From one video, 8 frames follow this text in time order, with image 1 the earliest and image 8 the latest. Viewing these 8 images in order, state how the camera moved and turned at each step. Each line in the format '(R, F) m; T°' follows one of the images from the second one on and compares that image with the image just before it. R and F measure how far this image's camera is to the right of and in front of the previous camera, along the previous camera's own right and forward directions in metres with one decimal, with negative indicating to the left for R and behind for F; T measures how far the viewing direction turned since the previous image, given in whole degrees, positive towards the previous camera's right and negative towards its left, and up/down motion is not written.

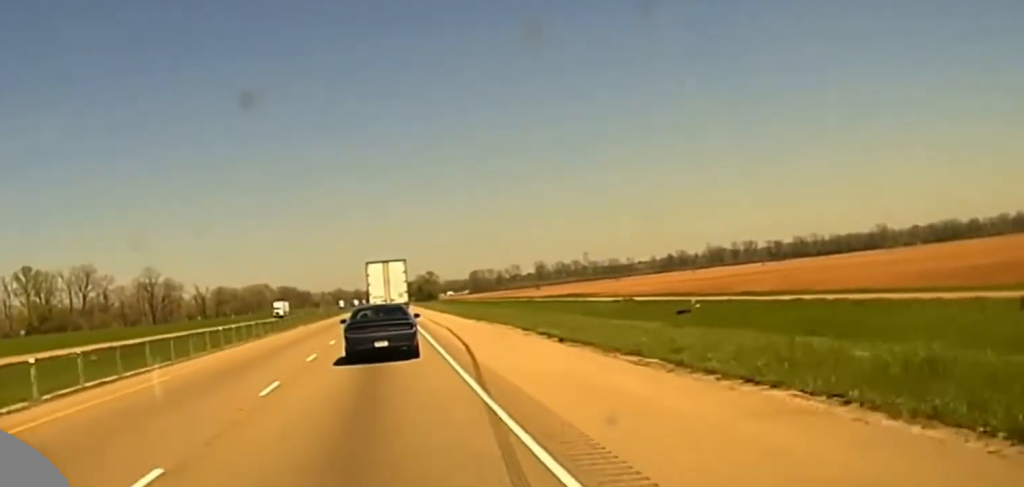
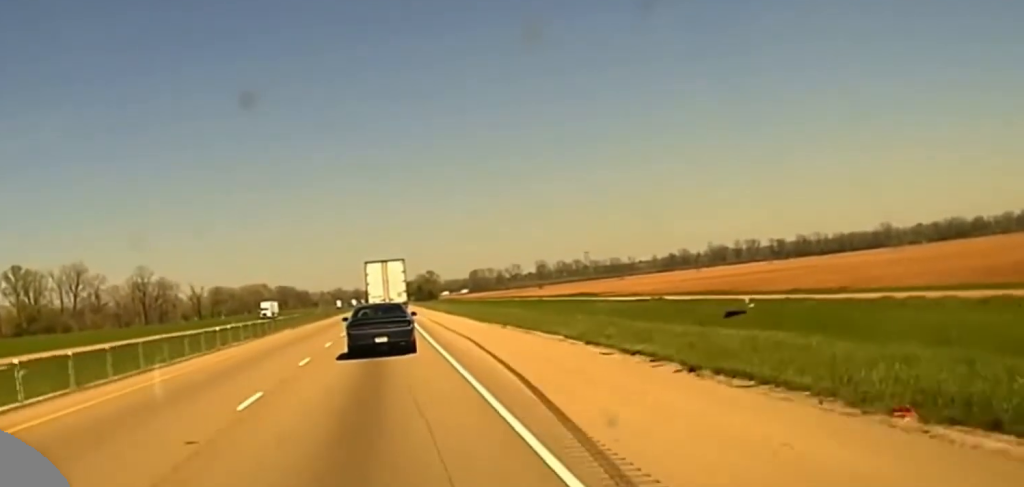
(0.0, +14.9) m; 0°
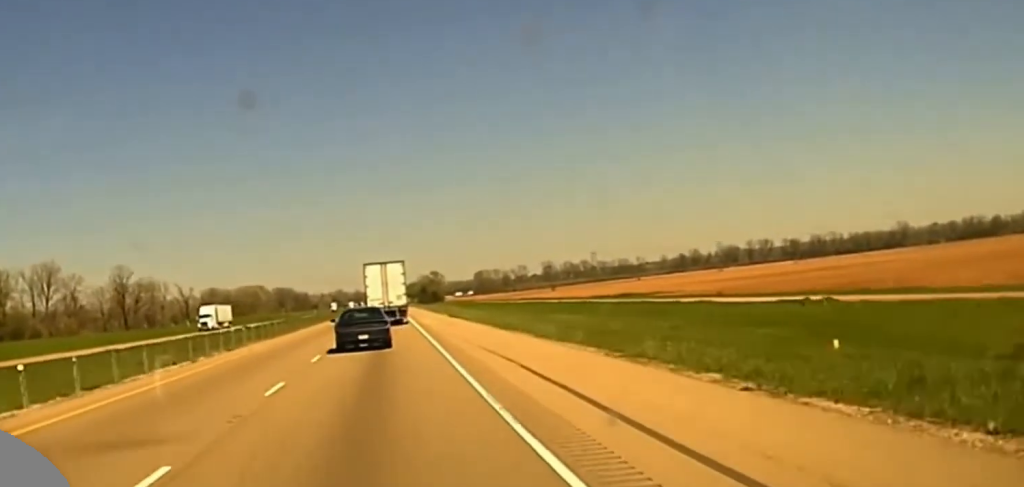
(+0.3, +47.4) m; 0°
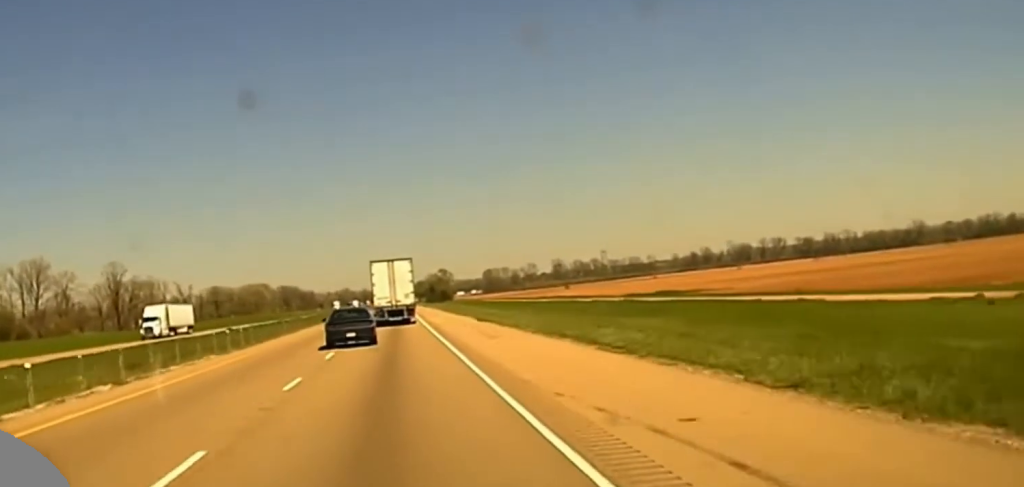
(-0.1, +23.6) m; 0°
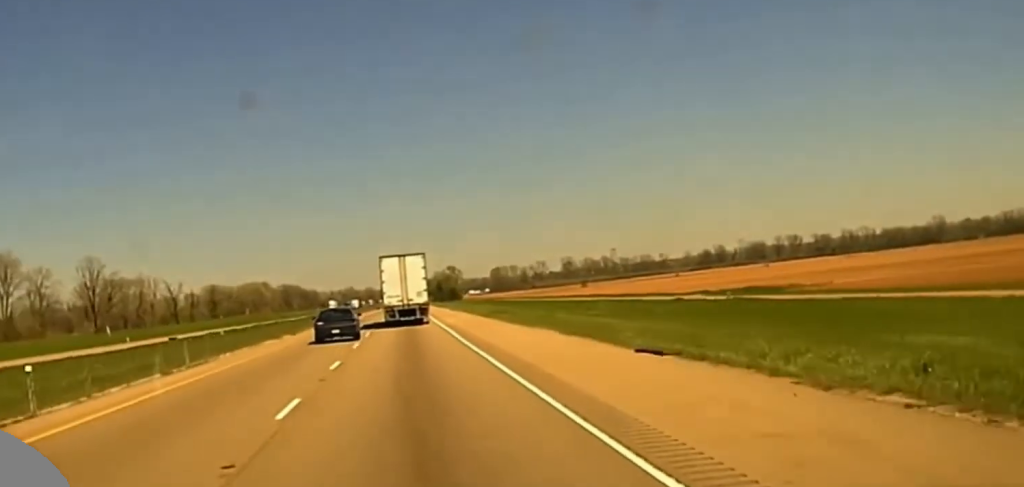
(-0.2, +48.5) m; 0°
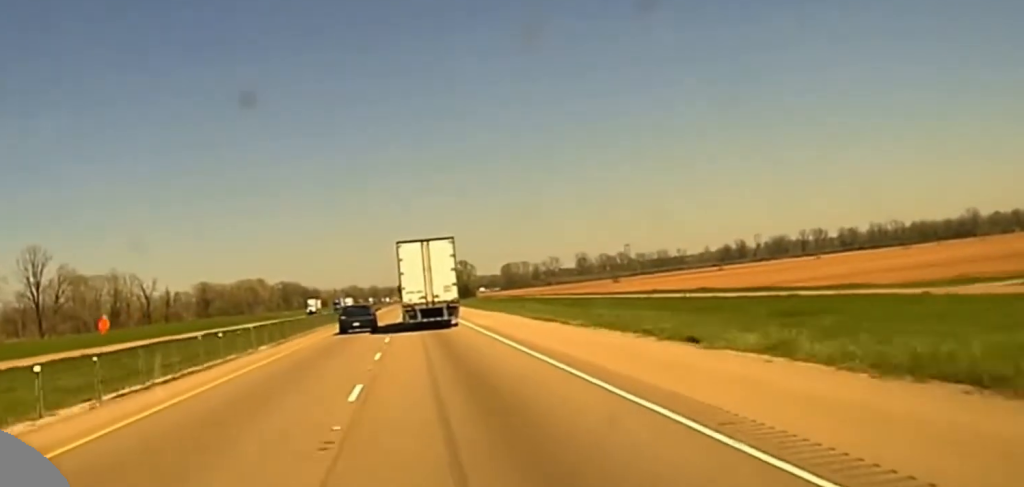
(+0.1, +65.8) m; 0°
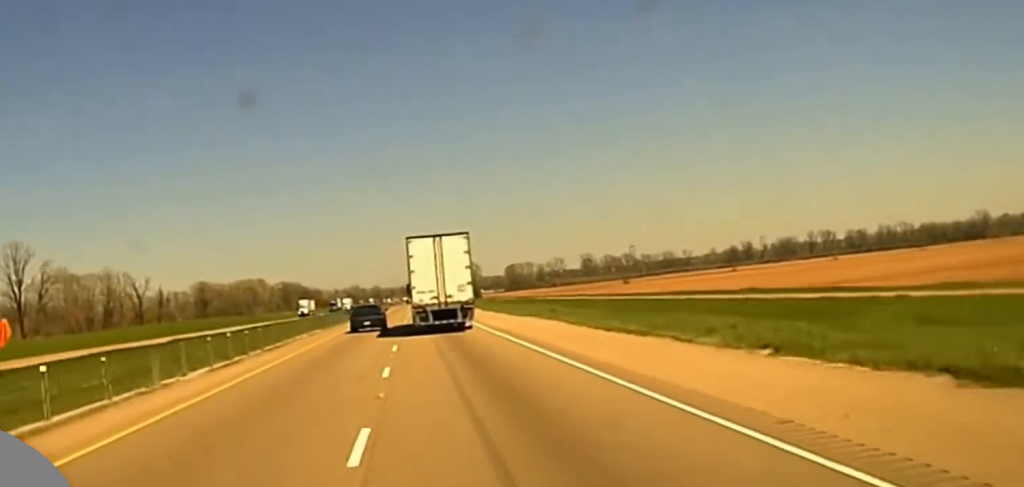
(0.0, +17.7) m; 0°
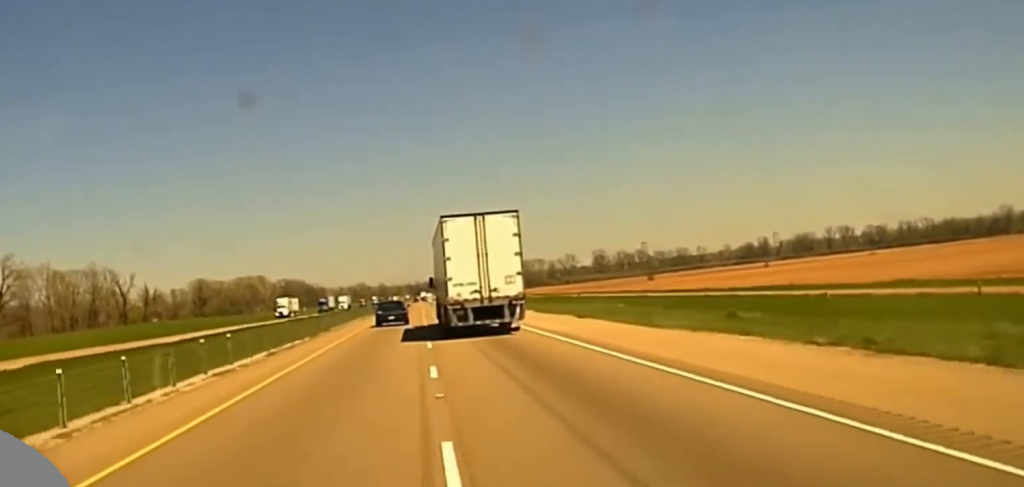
(-0.2, +35.8) m; 0°
